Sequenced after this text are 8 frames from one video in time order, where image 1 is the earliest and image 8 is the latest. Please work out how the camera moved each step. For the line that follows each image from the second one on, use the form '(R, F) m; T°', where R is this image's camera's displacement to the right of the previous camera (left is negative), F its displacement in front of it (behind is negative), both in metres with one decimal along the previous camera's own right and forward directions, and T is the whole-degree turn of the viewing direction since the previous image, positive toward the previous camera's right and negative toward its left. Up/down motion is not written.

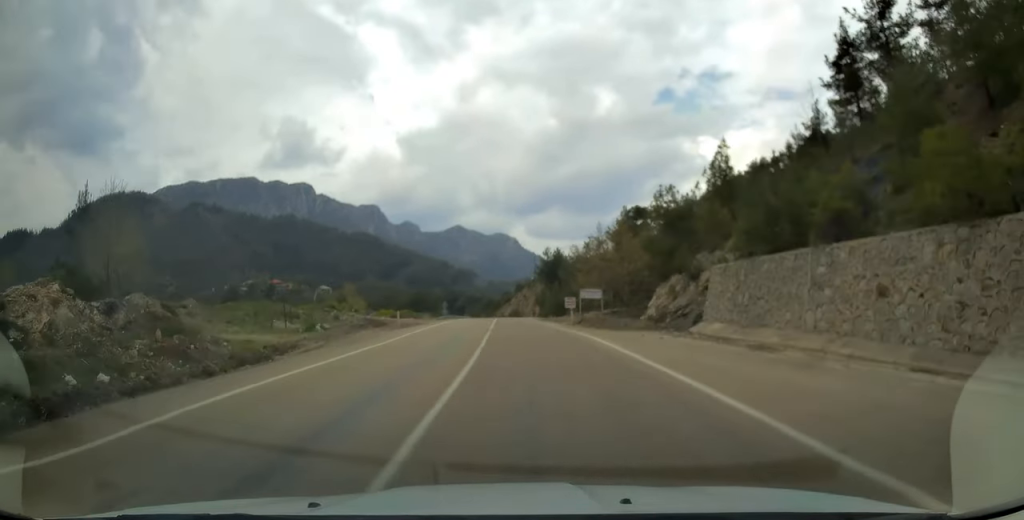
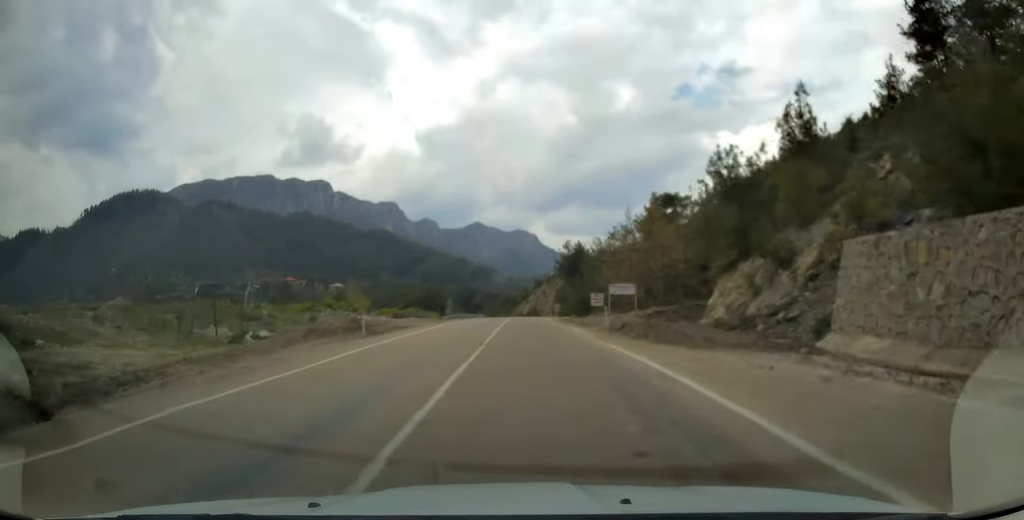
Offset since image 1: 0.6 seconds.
(-0.1, +10.6) m; -2°
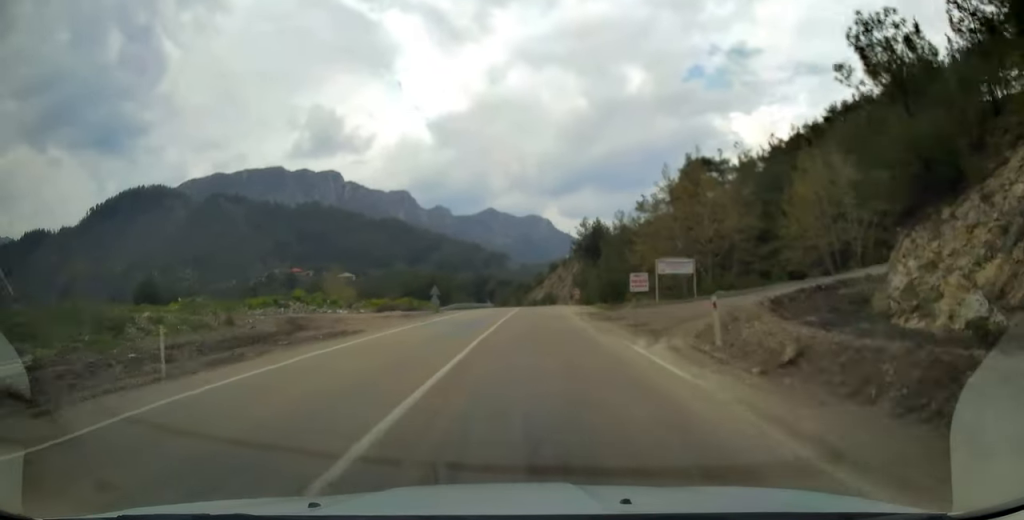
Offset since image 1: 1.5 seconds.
(-0.3, +15.7) m; -2°
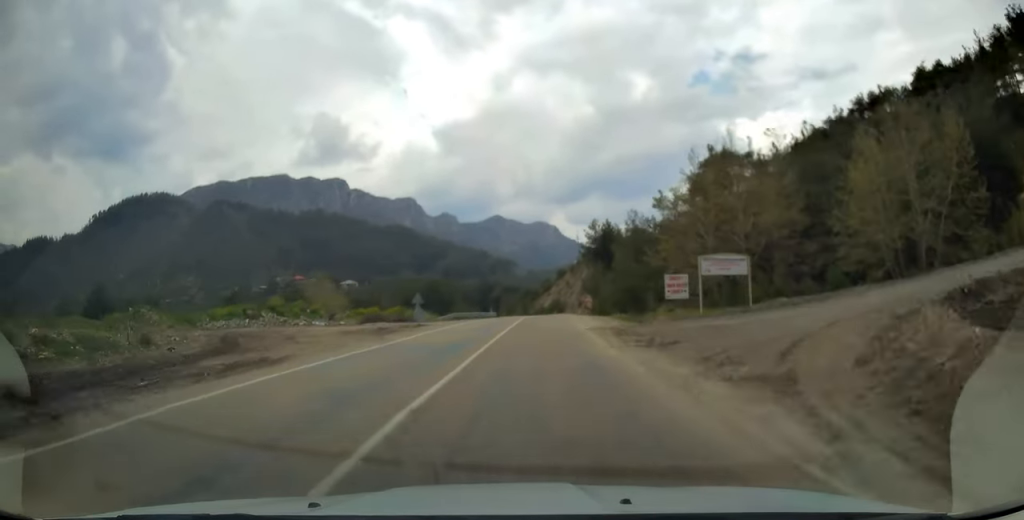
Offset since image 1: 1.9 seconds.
(-0.2, +8.7) m; 0°
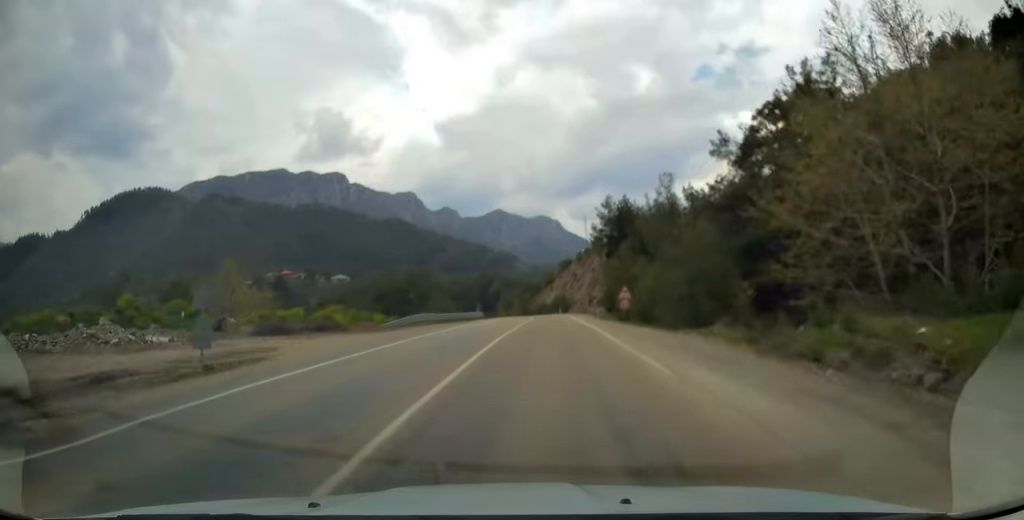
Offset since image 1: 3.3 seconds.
(-0.2, +25.2) m; -1°
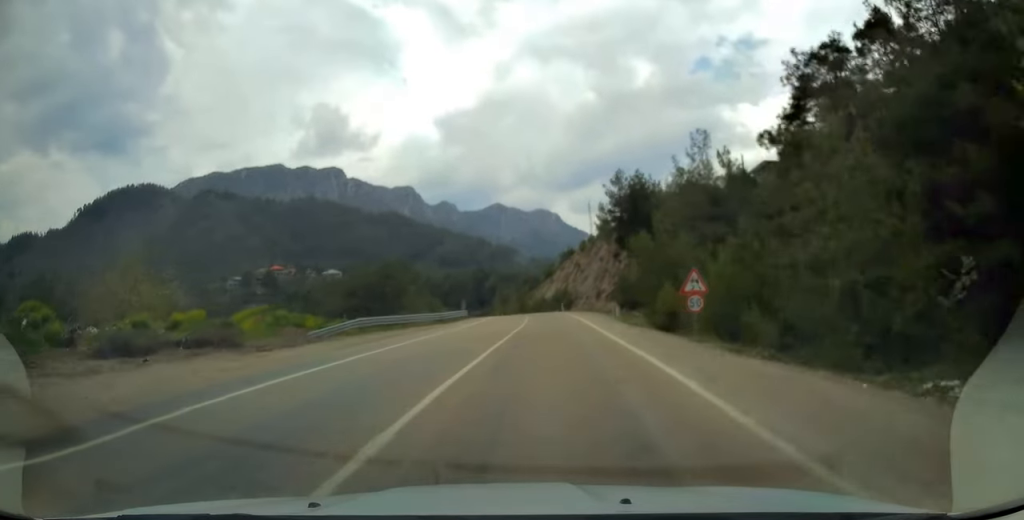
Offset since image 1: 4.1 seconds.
(-0.1, +16.1) m; 0°
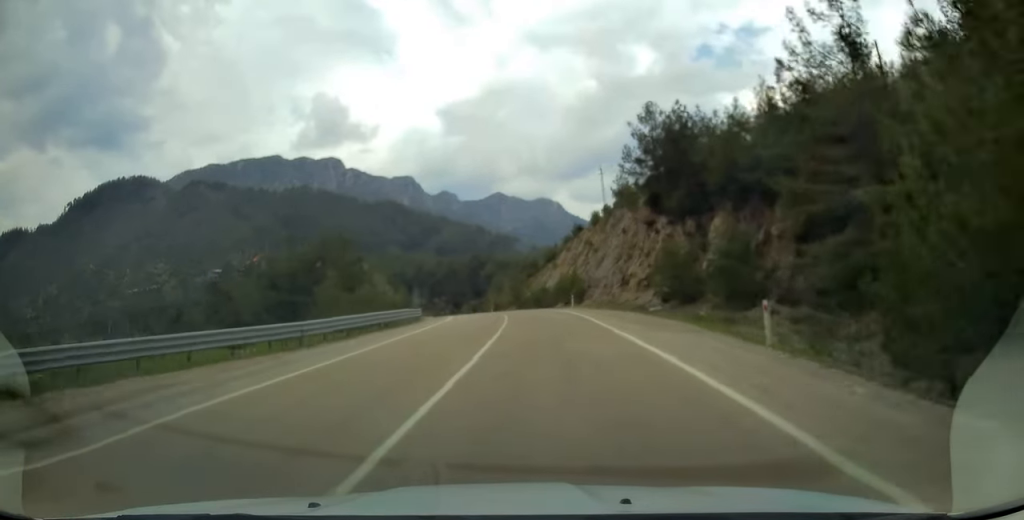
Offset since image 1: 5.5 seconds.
(0.0, +27.5) m; -1°
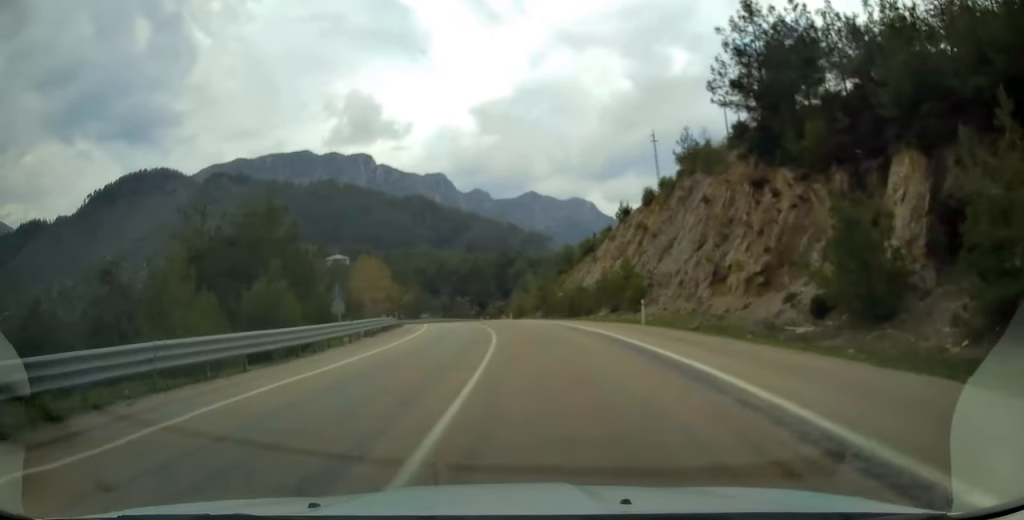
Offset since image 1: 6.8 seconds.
(-0.6, +23.7) m; -3°
